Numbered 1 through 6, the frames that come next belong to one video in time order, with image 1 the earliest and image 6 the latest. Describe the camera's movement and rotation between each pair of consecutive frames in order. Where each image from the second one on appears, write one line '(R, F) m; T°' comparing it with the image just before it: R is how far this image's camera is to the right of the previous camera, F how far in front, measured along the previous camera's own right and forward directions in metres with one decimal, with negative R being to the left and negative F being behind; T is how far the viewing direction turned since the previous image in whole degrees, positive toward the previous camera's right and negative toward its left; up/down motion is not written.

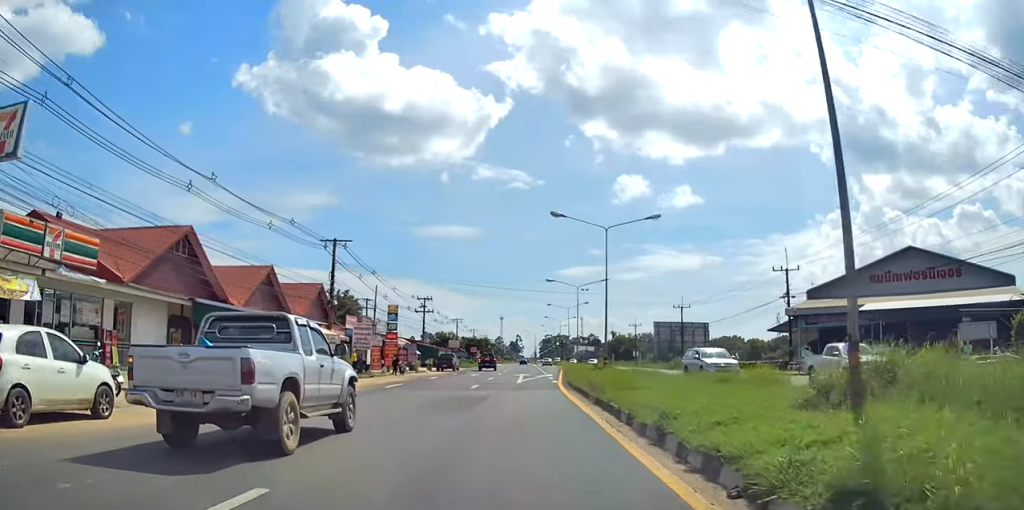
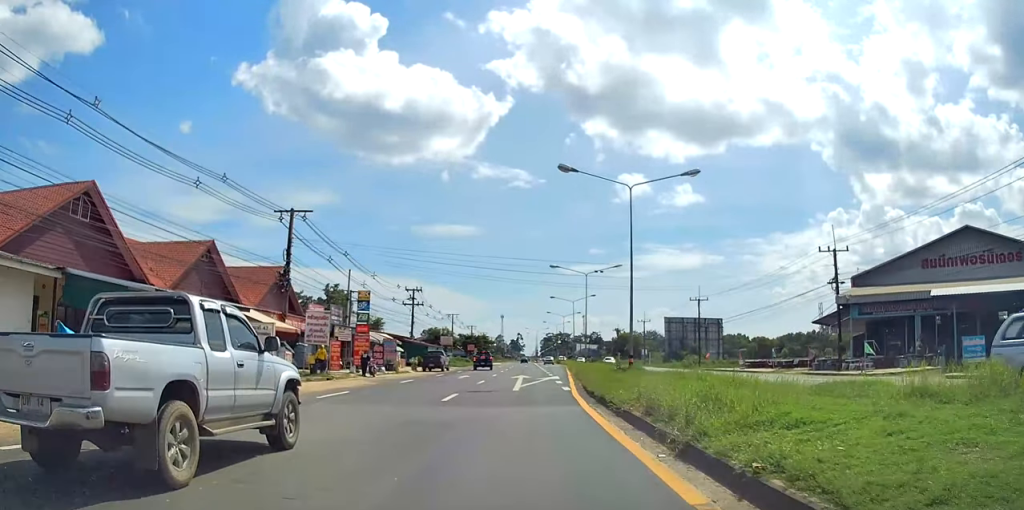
(0.0, +9.0) m; +1°
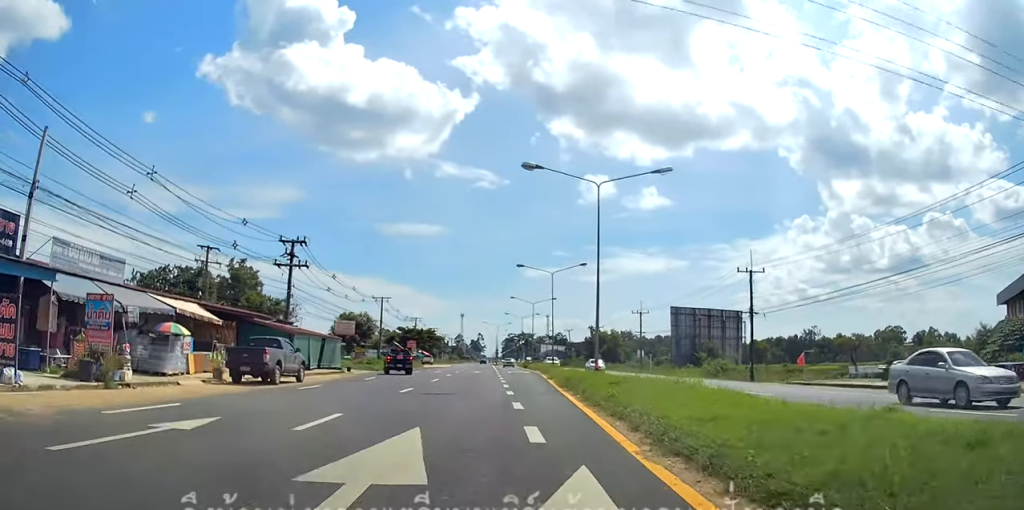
(+1.1, +31.4) m; +4°
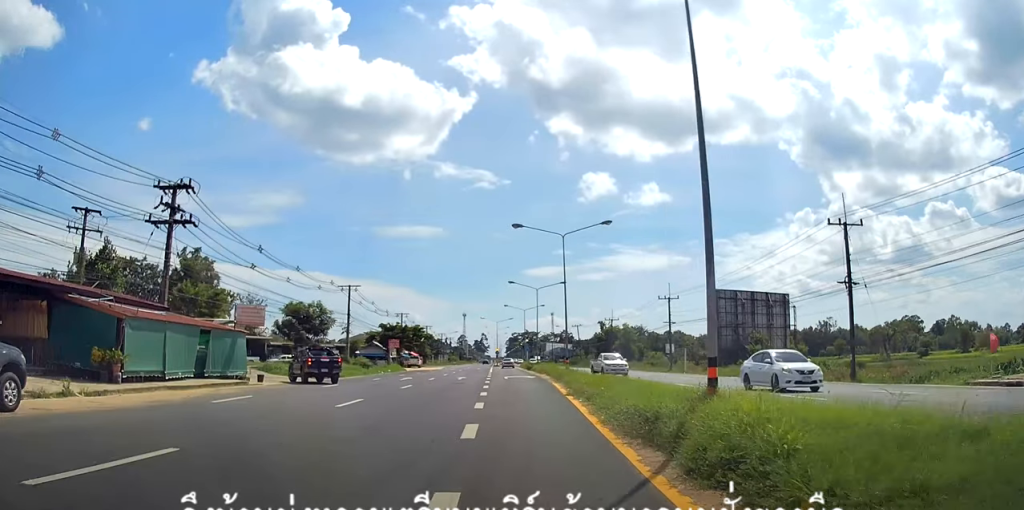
(-0.1, +16.7) m; -1°
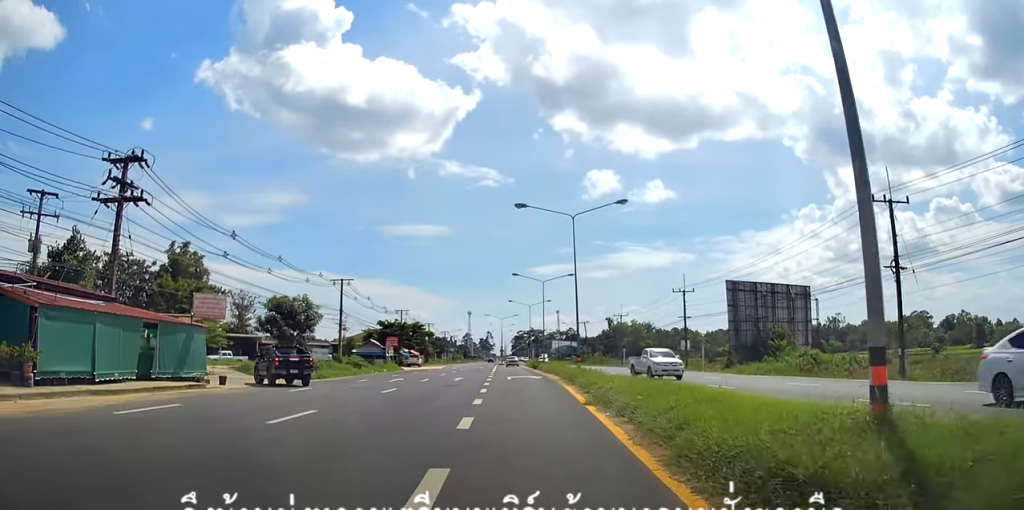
(-0.2, +4.9) m; +1°
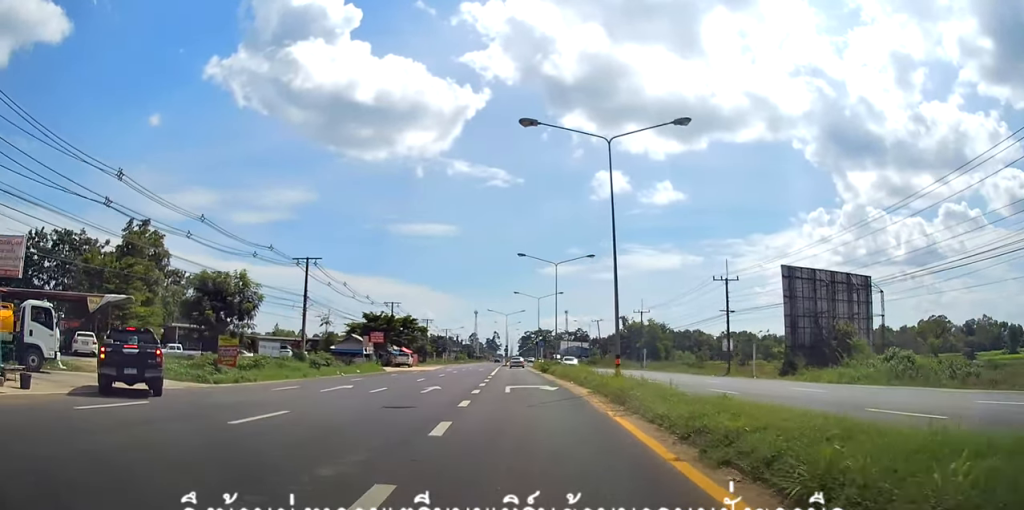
(+0.4, +12.5) m; +1°
